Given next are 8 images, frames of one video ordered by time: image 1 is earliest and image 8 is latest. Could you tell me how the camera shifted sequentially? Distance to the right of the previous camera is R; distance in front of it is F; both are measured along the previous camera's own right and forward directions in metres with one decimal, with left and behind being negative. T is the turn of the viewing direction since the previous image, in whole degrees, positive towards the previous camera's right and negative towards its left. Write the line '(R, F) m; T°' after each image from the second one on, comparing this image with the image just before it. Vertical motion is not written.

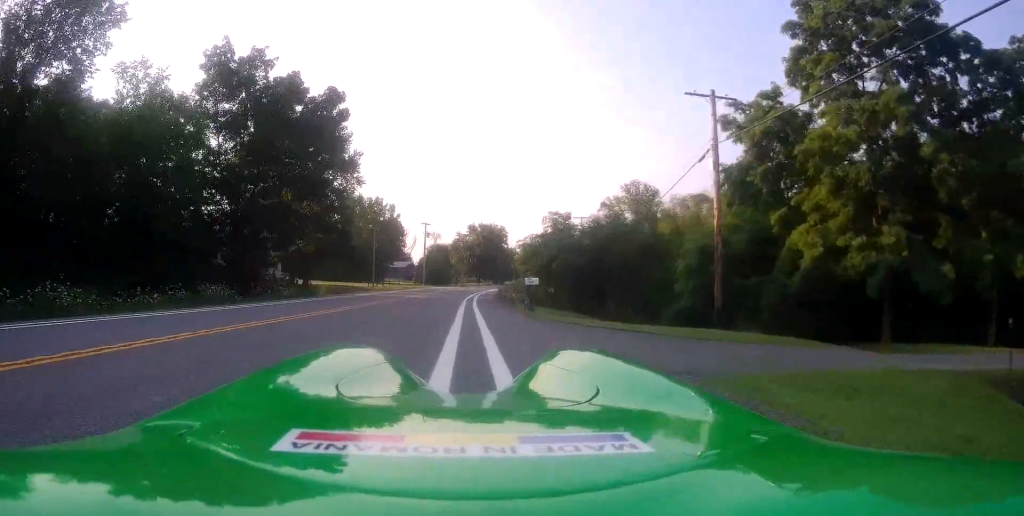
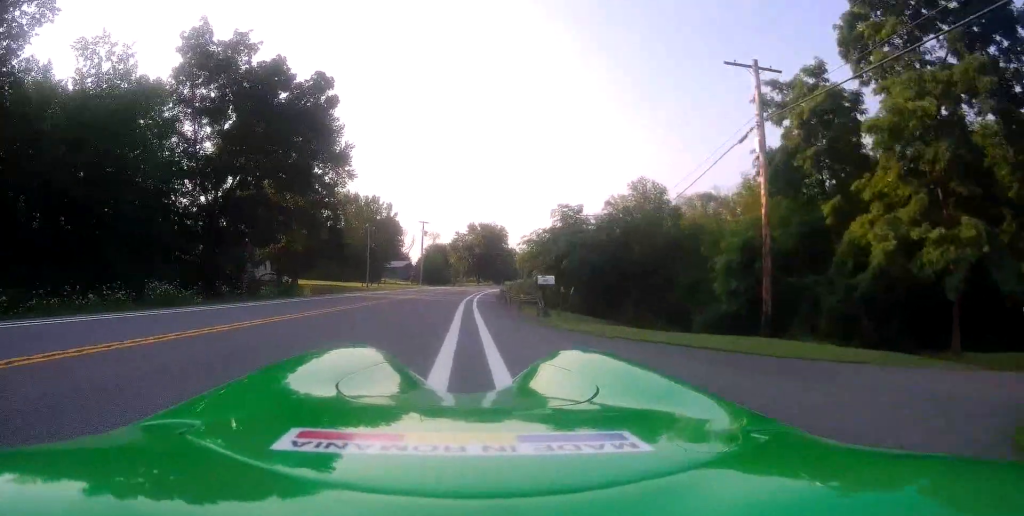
(+0.4, +4.6) m; 0°
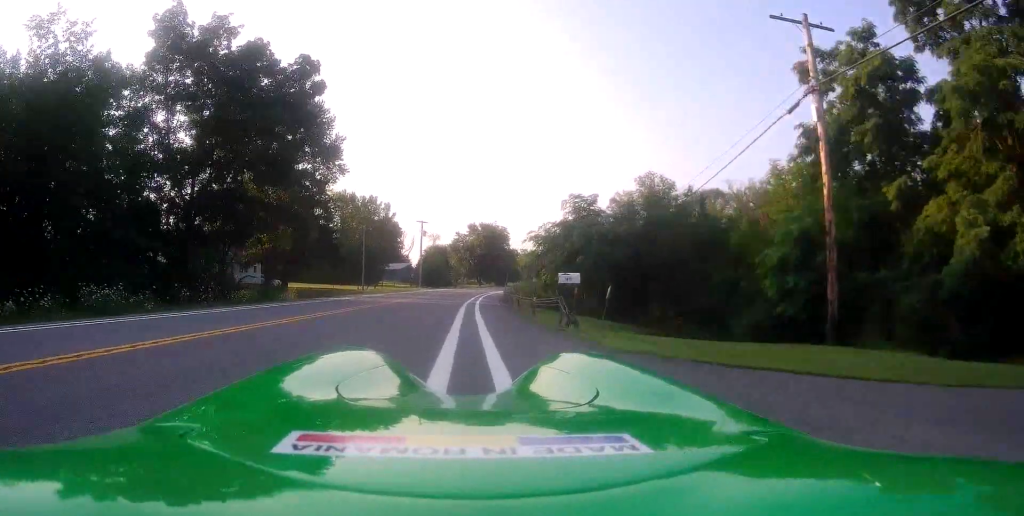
(-0.4, +4.2) m; -1°
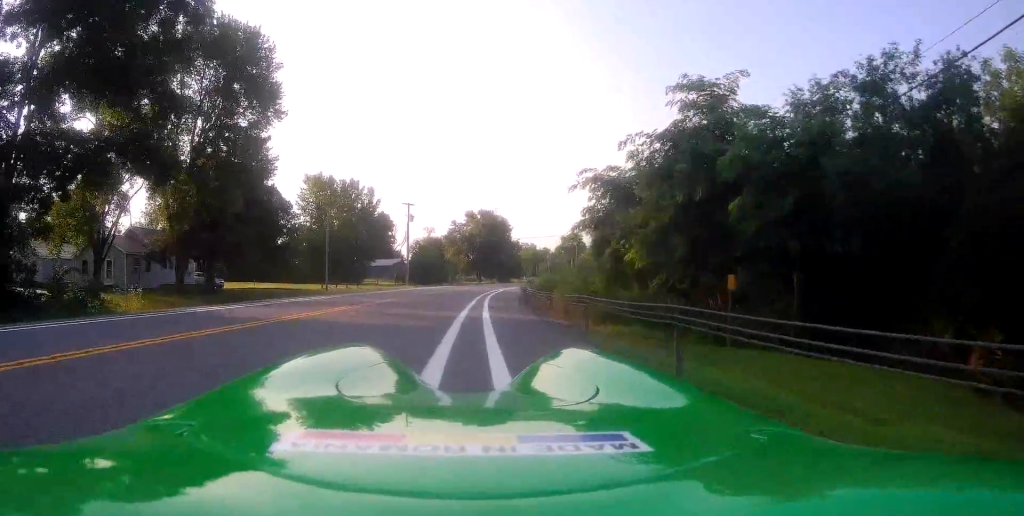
(-0.4, +18.9) m; -1°
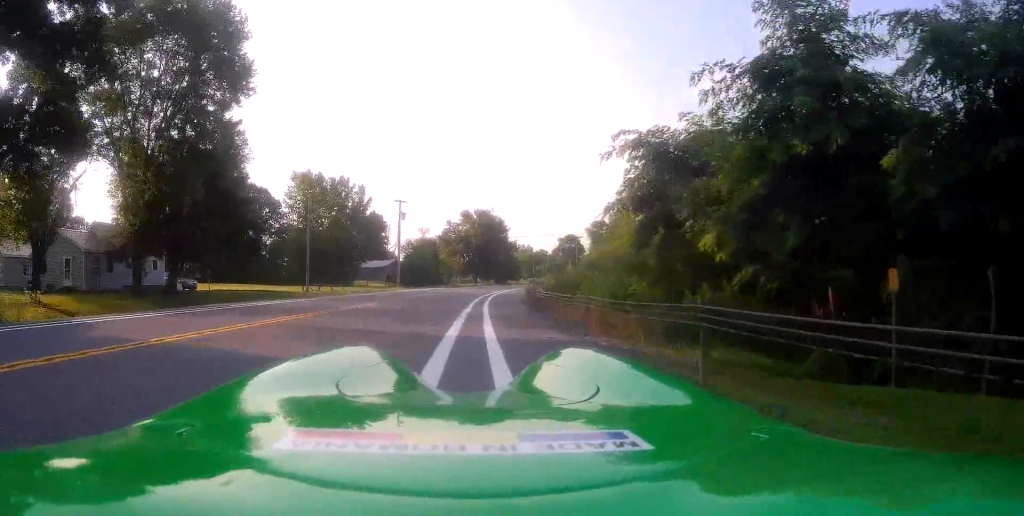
(-0.2, +5.3) m; +1°
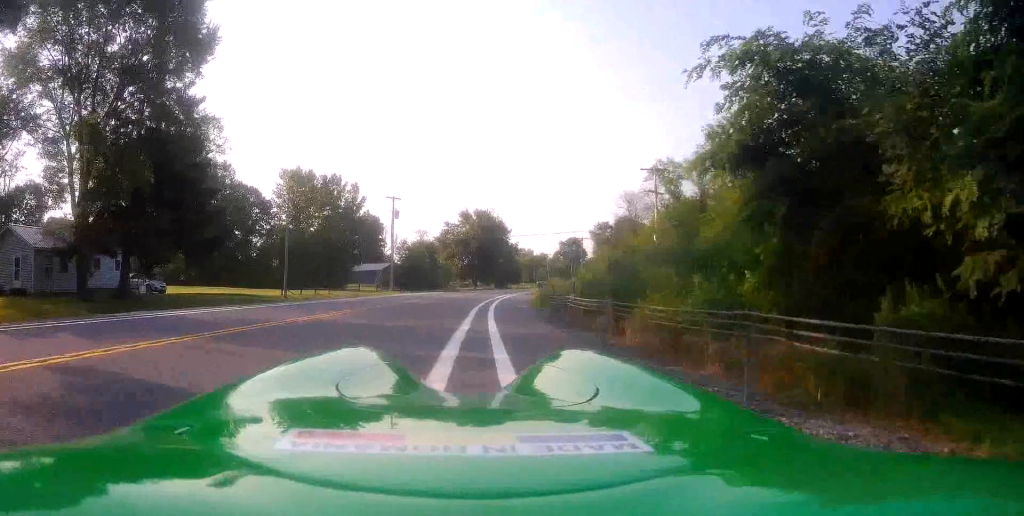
(+0.4, +6.1) m; +3°
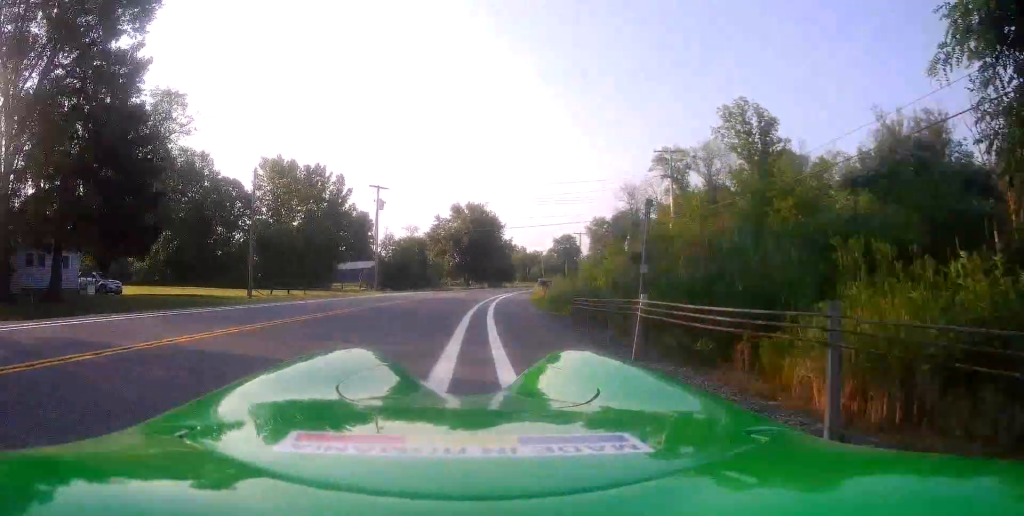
(+0.1, +6.1) m; +1°
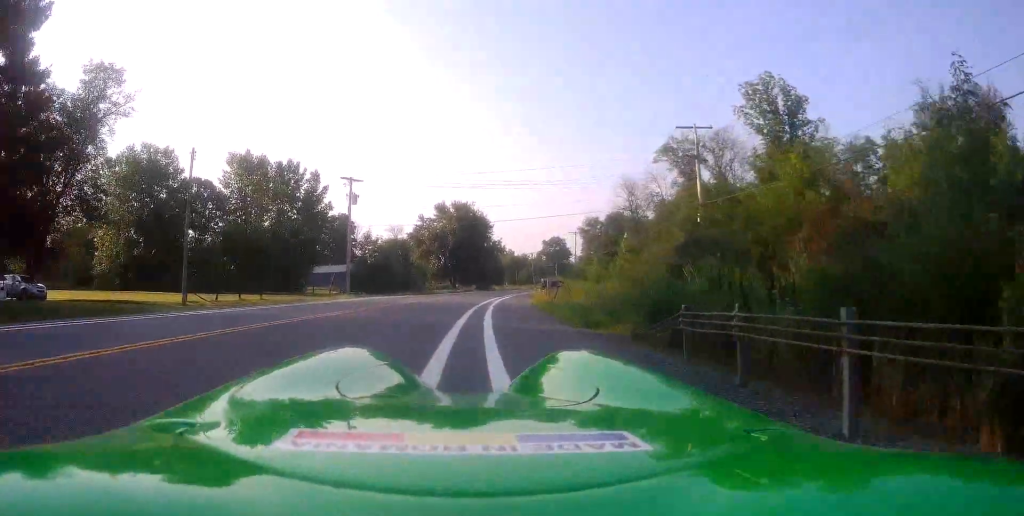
(0.0, +8.4) m; 0°
